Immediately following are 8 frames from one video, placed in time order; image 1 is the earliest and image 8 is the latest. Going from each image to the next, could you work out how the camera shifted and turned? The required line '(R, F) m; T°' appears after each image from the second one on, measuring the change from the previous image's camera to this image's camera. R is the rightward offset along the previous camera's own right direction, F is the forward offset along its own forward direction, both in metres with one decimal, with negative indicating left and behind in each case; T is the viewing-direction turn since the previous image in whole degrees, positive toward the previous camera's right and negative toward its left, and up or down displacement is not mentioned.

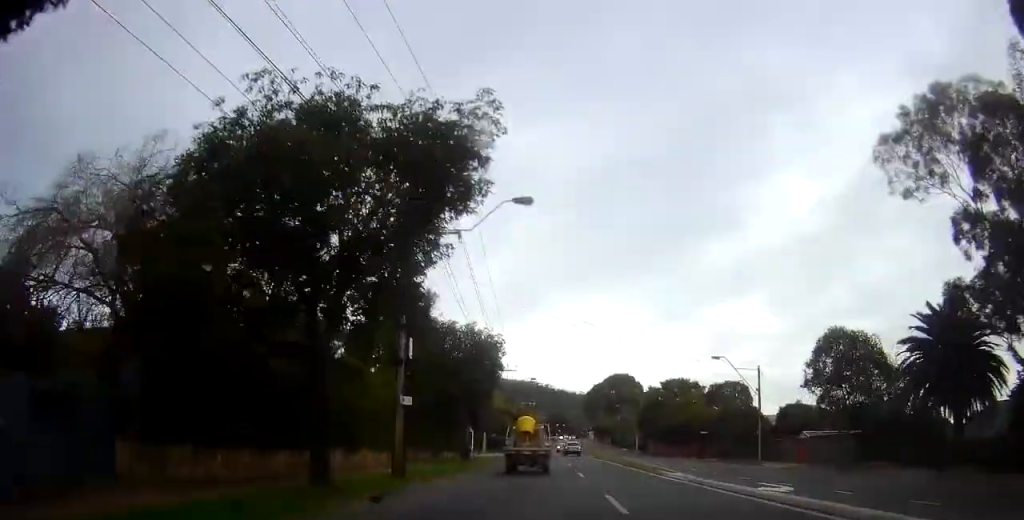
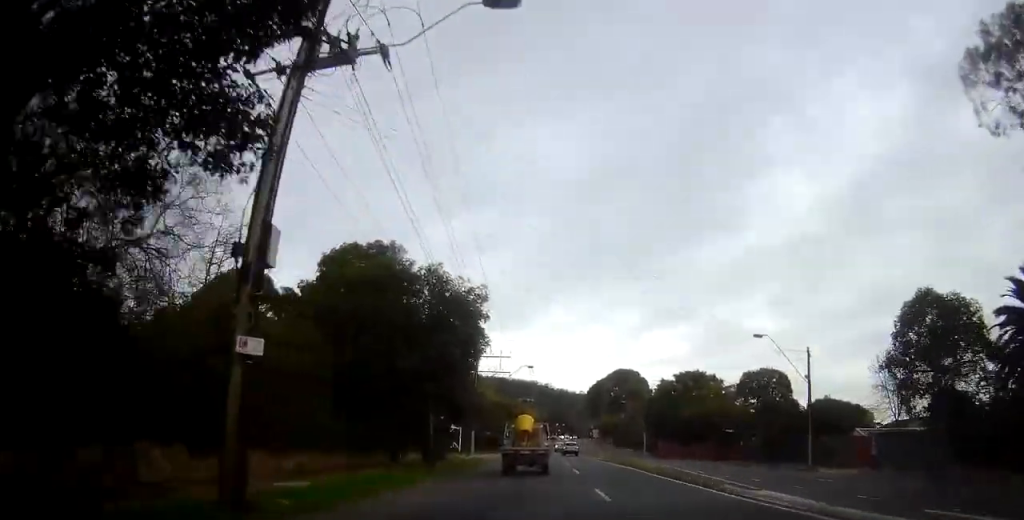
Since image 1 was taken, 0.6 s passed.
(0.0, +7.5) m; 0°
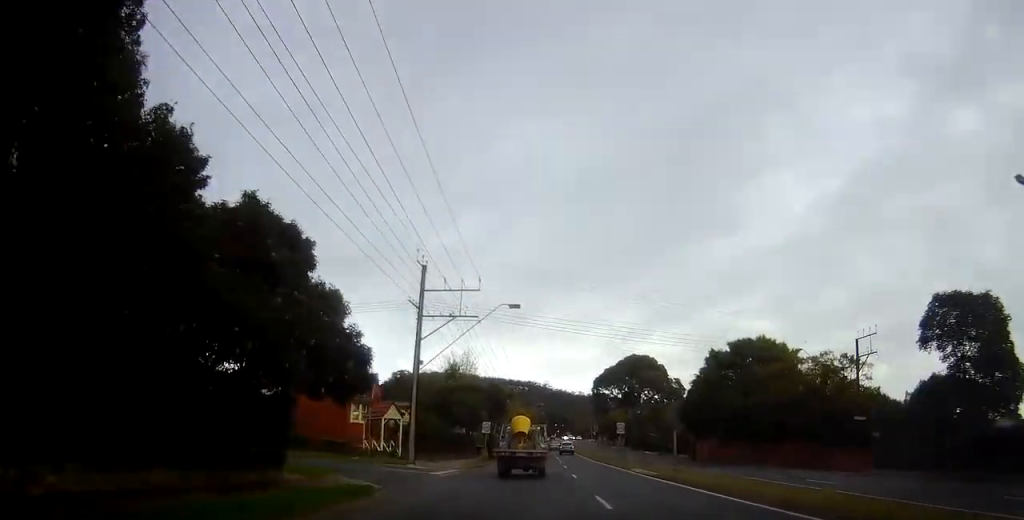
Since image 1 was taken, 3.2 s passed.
(-0.2, +33.4) m; -2°
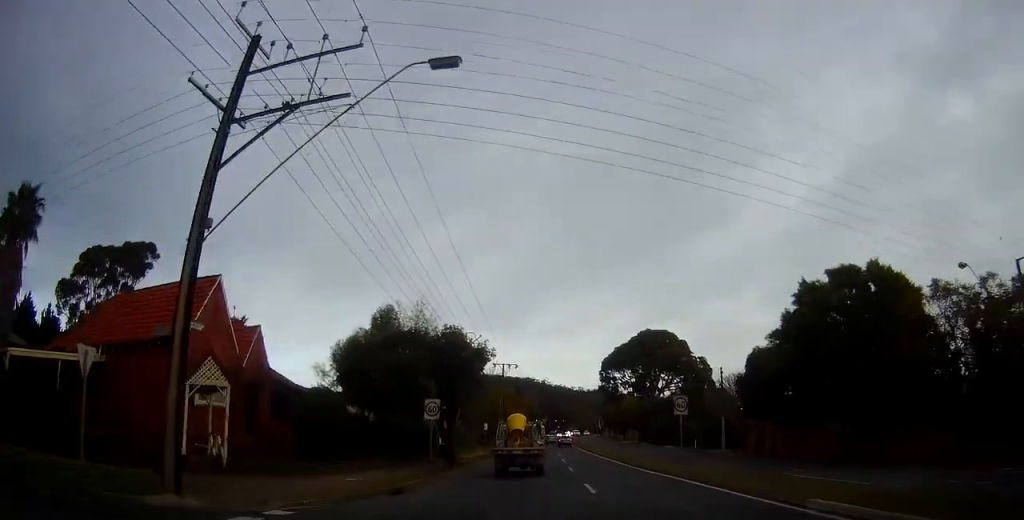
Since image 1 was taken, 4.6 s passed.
(0.0, +18.9) m; 0°
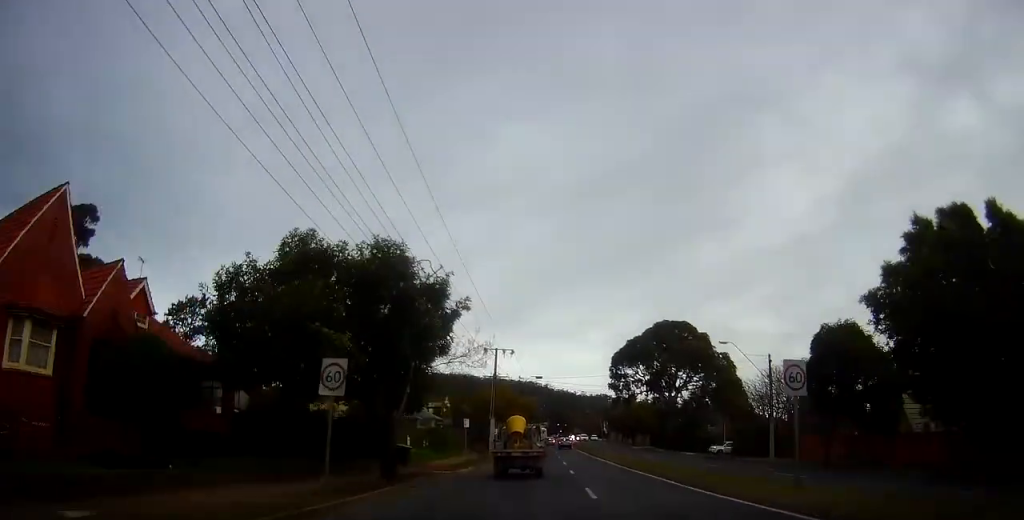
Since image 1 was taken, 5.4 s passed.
(0.0, +11.0) m; 0°
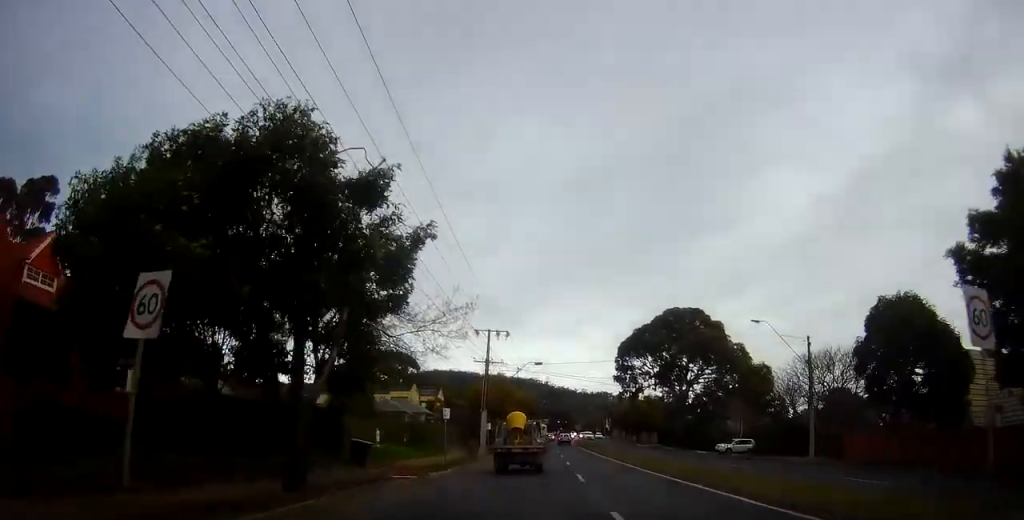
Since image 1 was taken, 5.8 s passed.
(-0.4, +6.4) m; 0°
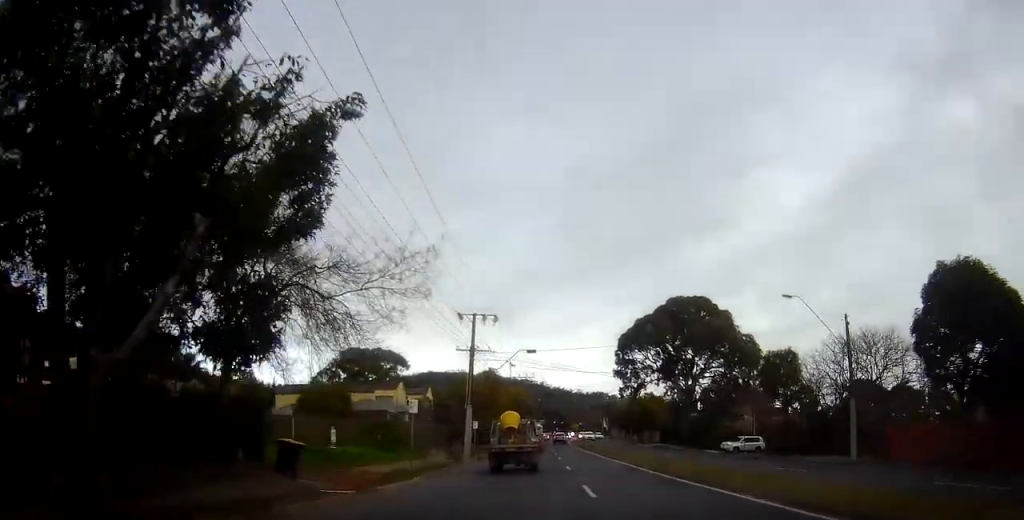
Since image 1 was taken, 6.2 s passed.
(+0.1, +5.6) m; 0°
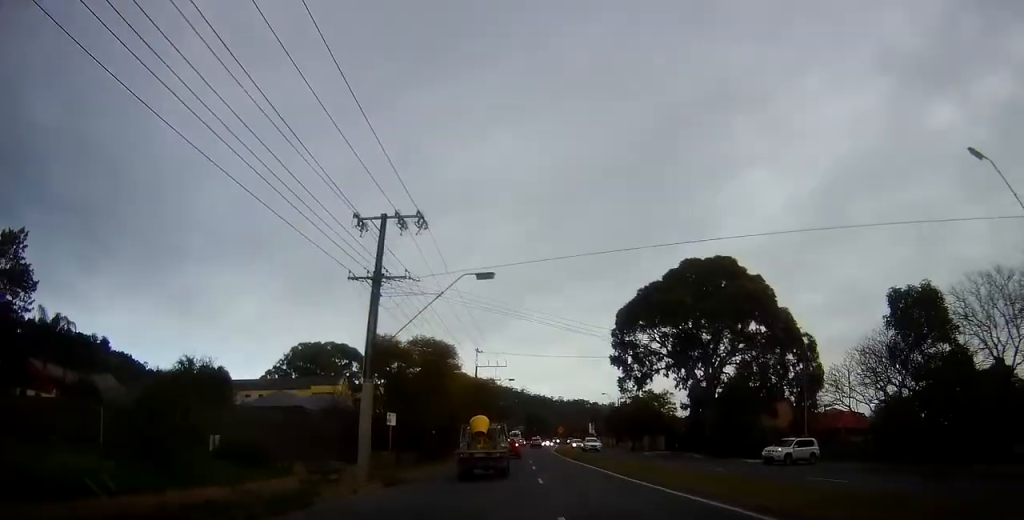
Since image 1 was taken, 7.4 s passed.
(+0.5, +16.8) m; +1°
